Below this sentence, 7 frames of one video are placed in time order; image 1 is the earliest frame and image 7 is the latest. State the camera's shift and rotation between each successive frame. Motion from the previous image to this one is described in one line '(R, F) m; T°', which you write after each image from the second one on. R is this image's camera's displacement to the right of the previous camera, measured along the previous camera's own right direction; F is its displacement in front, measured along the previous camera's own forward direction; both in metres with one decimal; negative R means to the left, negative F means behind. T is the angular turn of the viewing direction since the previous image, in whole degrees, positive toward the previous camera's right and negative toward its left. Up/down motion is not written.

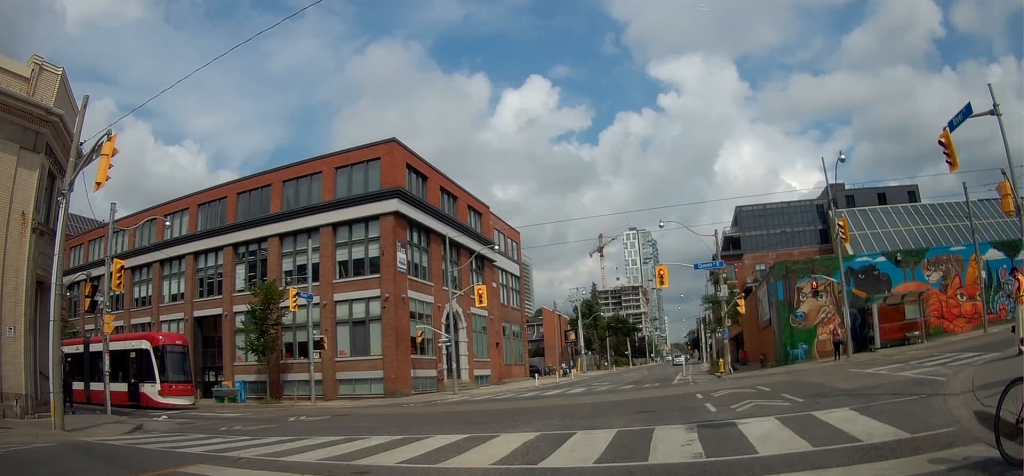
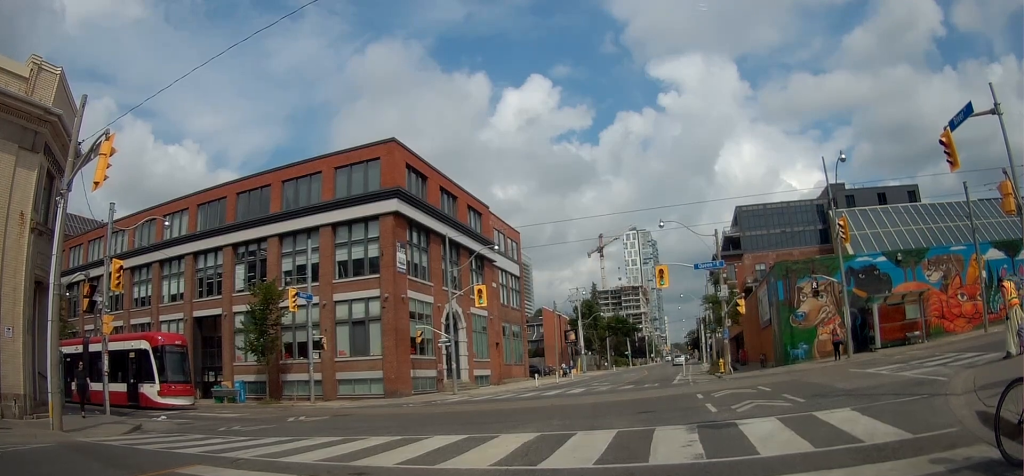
(0.0, 0.0) m; 0°
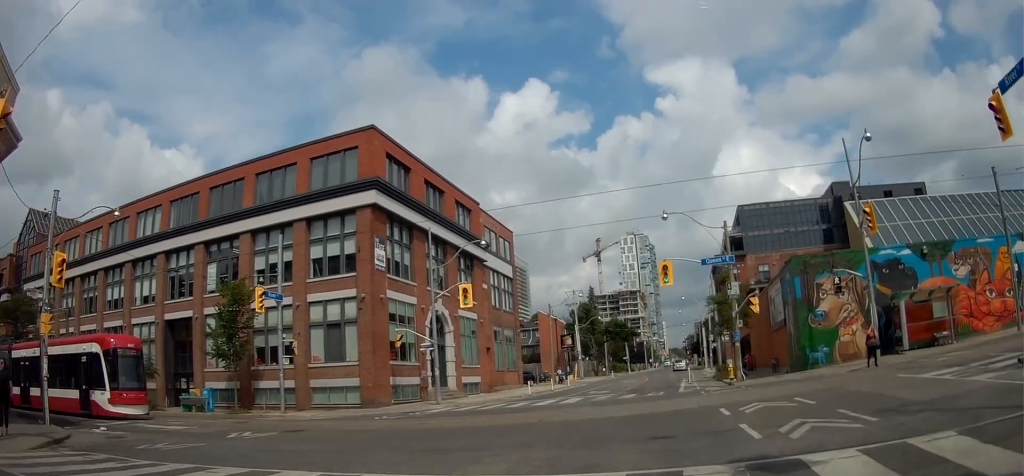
(+0.2, +2.0) m; 0°
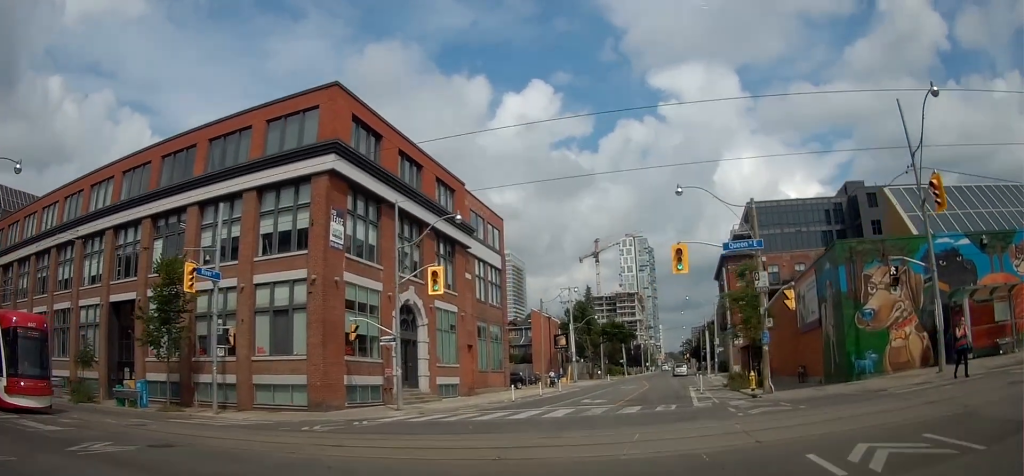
(-0.2, +4.9) m; -1°
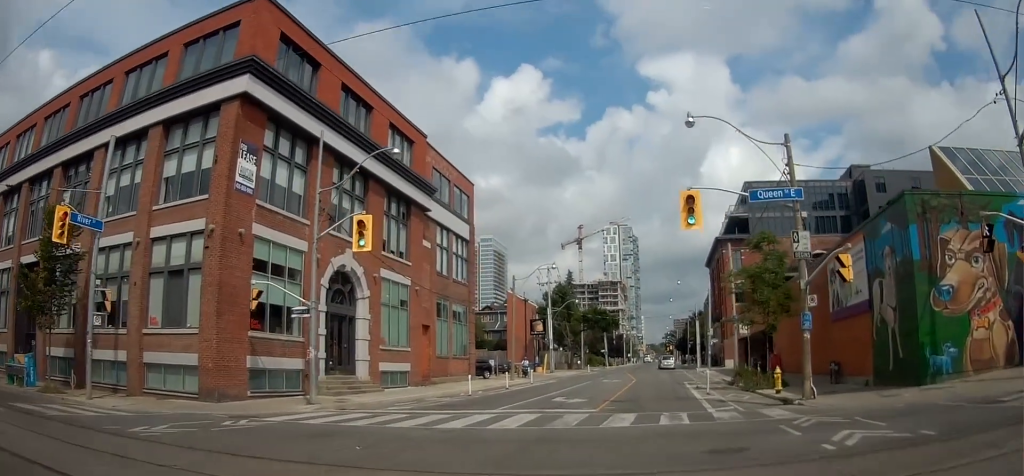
(+0.2, +6.3) m; +4°
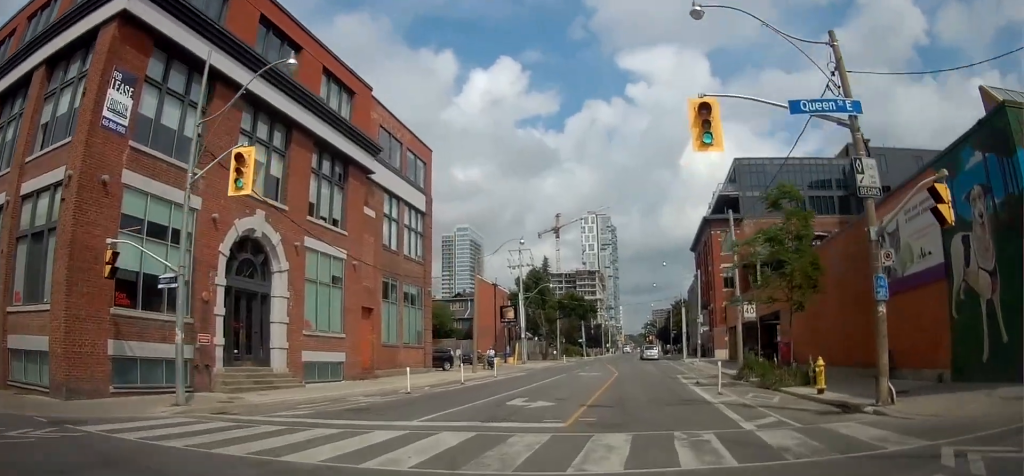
(+0.2, +5.8) m; +3°
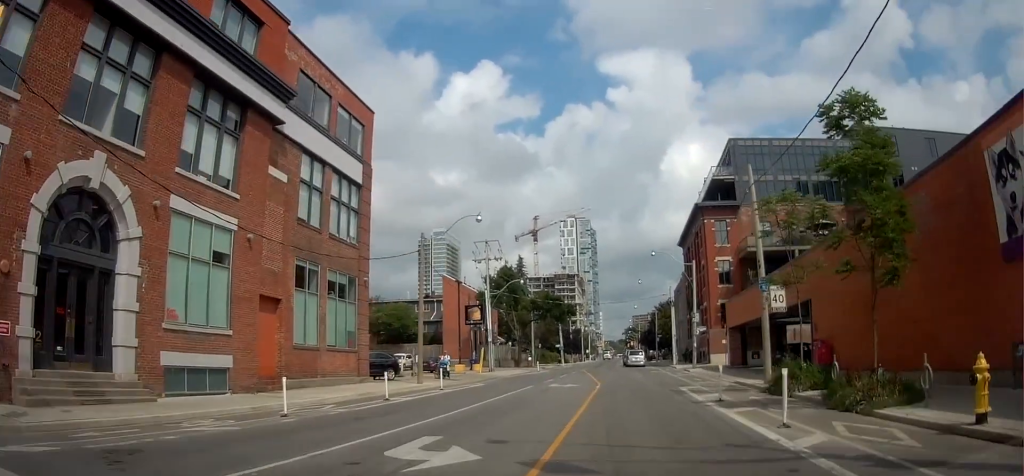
(+0.1, +7.5) m; +1°
